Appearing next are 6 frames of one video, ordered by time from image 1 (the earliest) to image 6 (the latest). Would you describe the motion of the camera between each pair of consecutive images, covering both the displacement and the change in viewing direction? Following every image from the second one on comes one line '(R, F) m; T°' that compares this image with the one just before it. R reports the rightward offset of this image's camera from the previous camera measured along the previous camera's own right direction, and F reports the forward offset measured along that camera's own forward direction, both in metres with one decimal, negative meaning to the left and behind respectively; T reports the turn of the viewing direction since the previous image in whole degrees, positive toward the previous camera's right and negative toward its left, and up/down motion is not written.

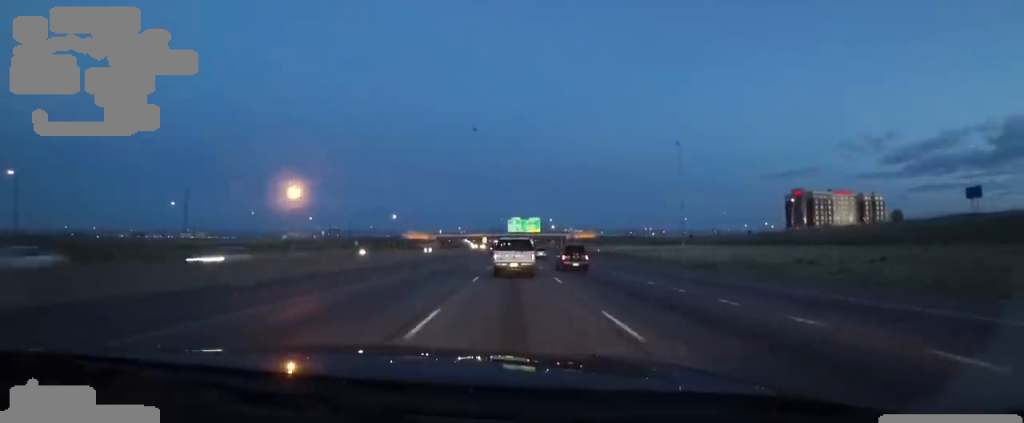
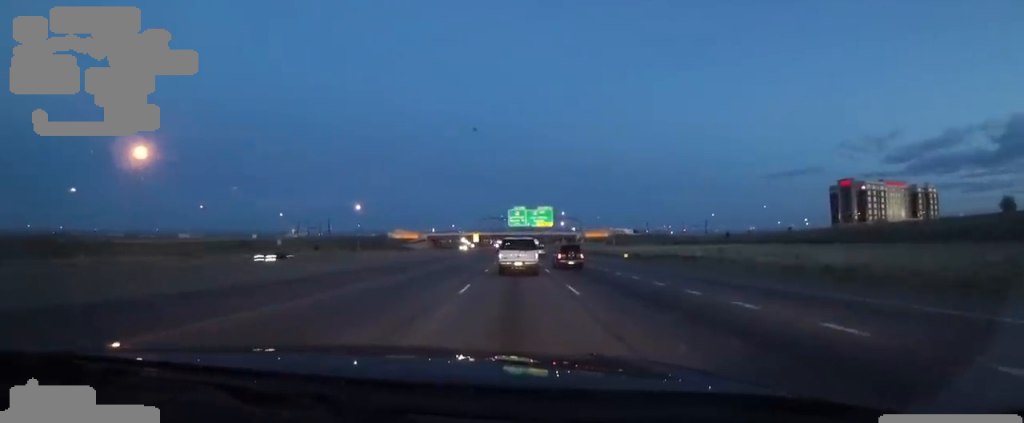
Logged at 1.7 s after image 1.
(-0.3, +42.3) m; -2°
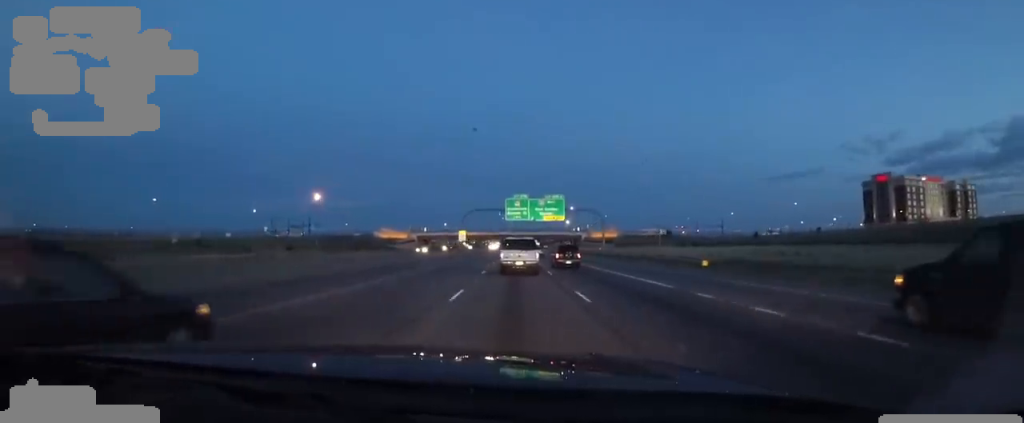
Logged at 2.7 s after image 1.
(-0.8, +27.2) m; -2°
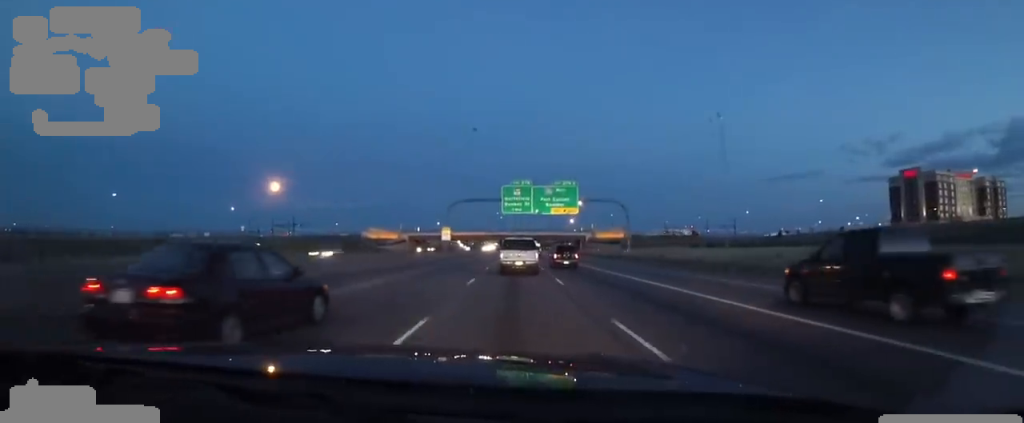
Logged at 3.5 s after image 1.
(-0.4, +18.4) m; +1°
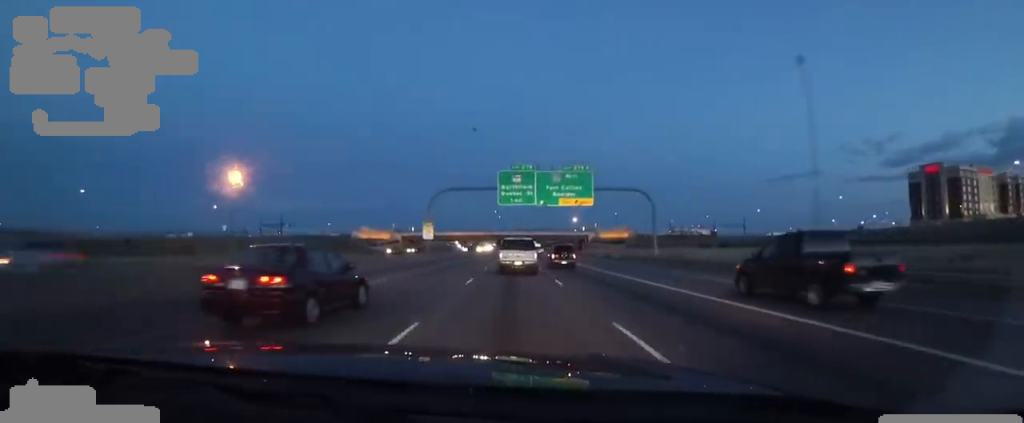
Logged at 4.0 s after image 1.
(+0.6, +12.3) m; +2°
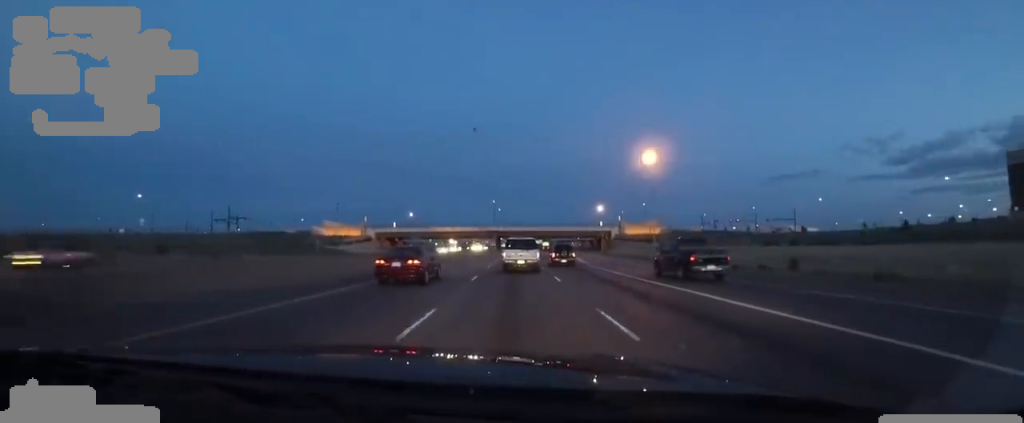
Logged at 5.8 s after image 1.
(+0.3, +47.2) m; 0°
